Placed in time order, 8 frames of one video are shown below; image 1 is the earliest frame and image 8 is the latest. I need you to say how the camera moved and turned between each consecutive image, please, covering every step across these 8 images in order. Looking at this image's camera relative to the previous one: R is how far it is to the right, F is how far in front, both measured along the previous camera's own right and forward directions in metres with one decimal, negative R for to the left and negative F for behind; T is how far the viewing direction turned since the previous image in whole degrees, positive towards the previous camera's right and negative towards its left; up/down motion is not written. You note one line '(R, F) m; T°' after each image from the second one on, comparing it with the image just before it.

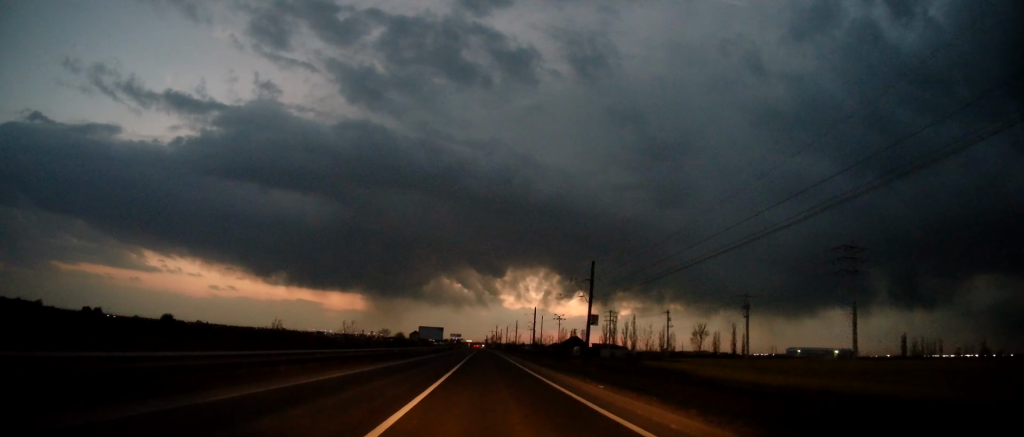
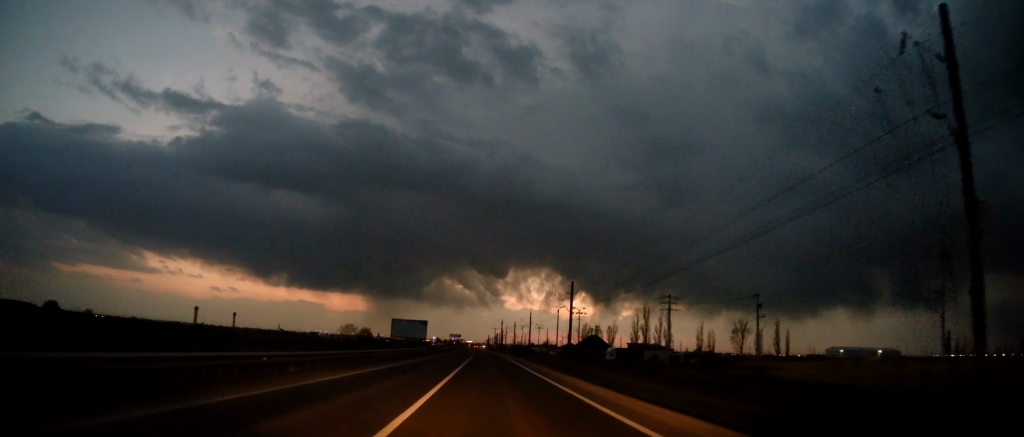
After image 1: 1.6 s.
(-0.1, +41.5) m; 0°
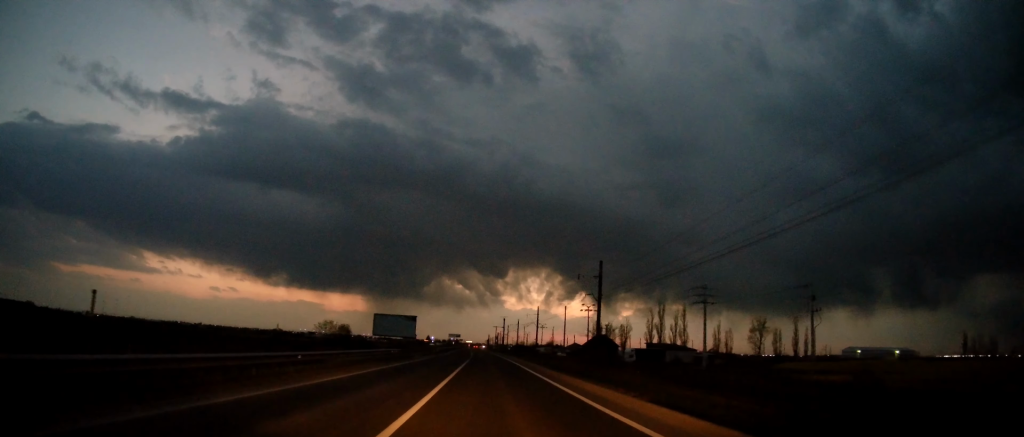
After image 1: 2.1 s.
(-0.1, +15.1) m; +1°
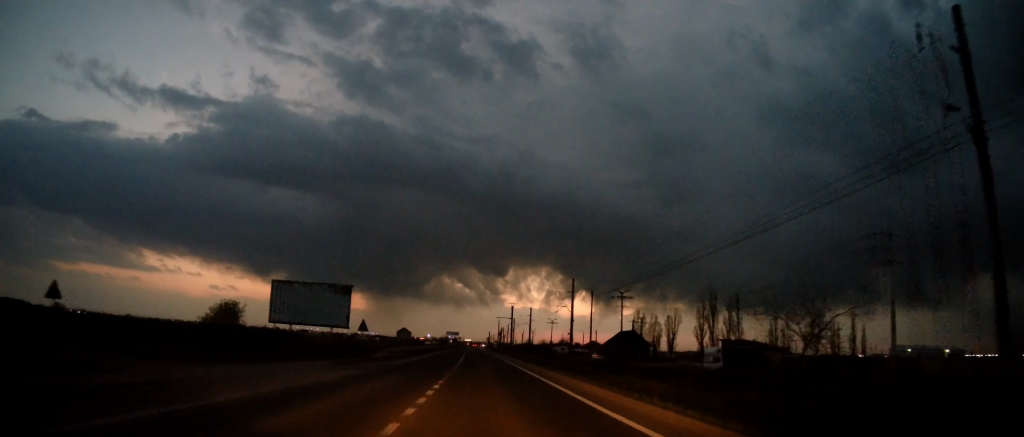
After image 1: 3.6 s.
(+0.2, +38.5) m; -1°
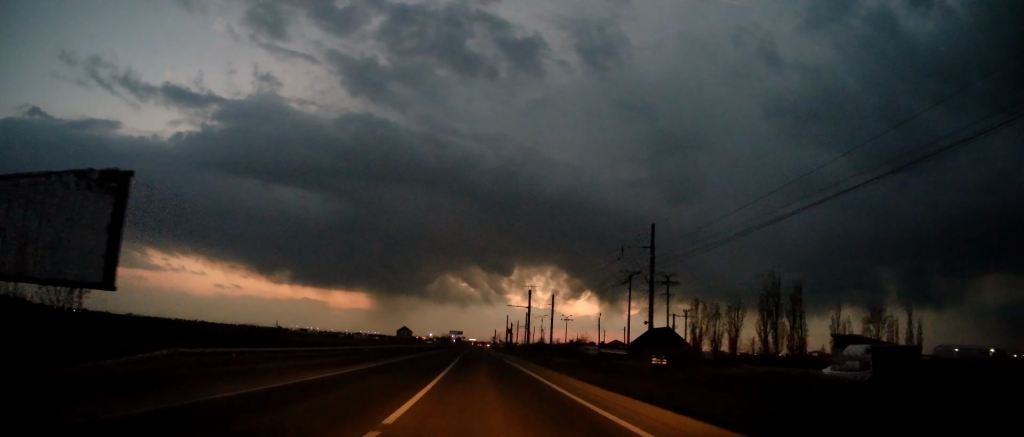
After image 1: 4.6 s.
(-0.3, +27.0) m; -1°
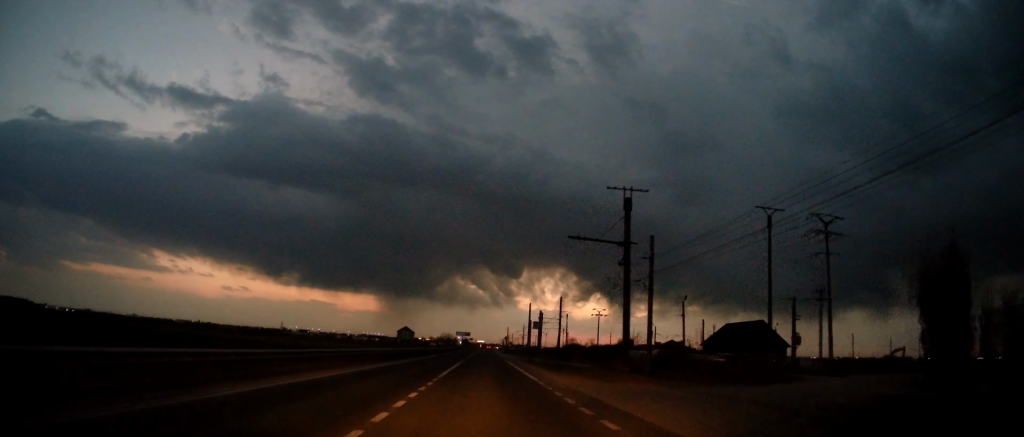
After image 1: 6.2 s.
(-0.7, +43.4) m; 0°
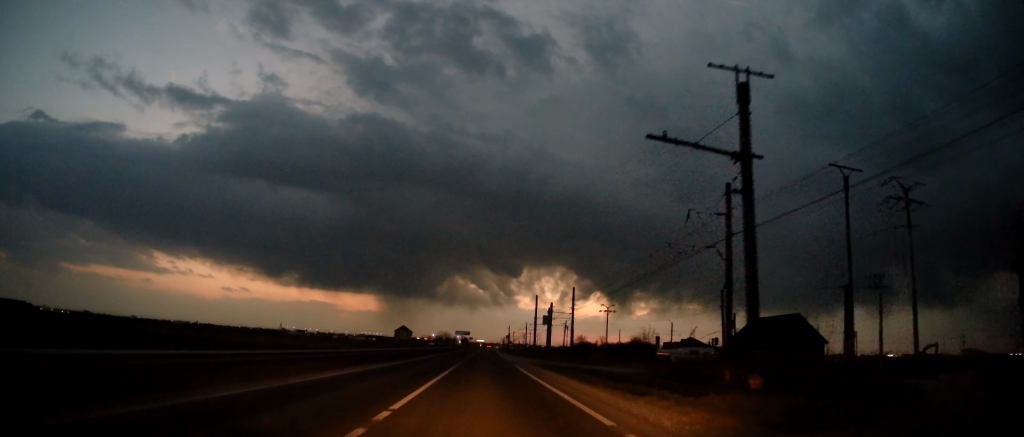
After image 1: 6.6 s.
(+0.2, +11.8) m; 0°
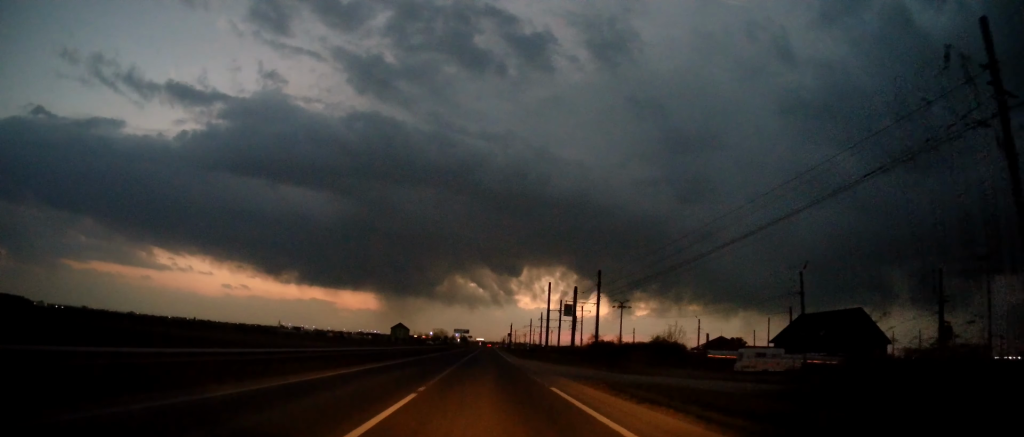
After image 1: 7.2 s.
(+0.1, +15.5) m; 0°
